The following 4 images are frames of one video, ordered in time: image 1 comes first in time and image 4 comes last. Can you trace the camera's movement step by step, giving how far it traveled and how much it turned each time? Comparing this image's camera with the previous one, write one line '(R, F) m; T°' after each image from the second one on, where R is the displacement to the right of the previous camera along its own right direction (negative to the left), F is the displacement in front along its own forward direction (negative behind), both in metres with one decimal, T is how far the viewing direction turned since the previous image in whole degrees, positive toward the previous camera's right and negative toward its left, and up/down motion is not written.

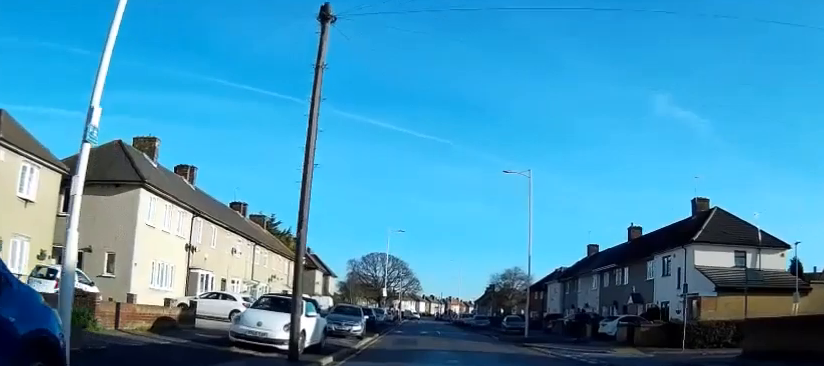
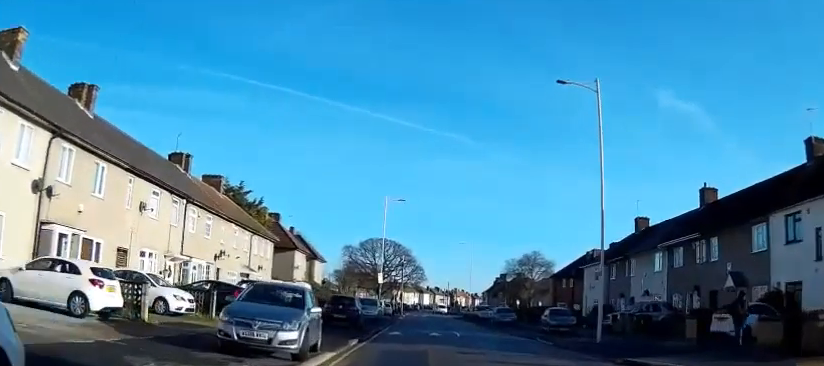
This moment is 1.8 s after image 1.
(-0.4, +14.1) m; -2°
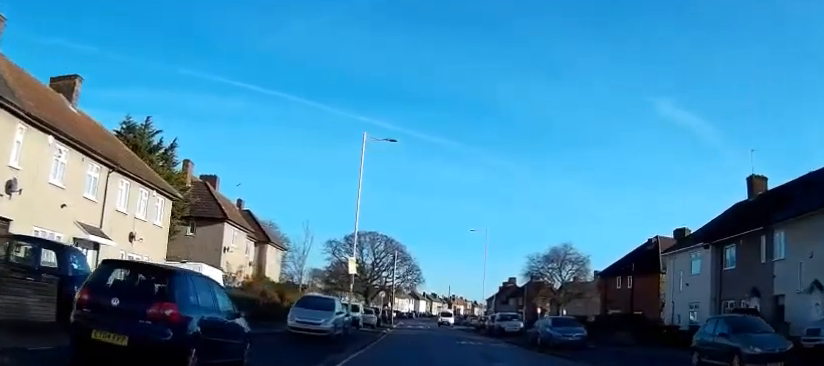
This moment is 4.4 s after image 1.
(0.0, +20.2) m; 0°
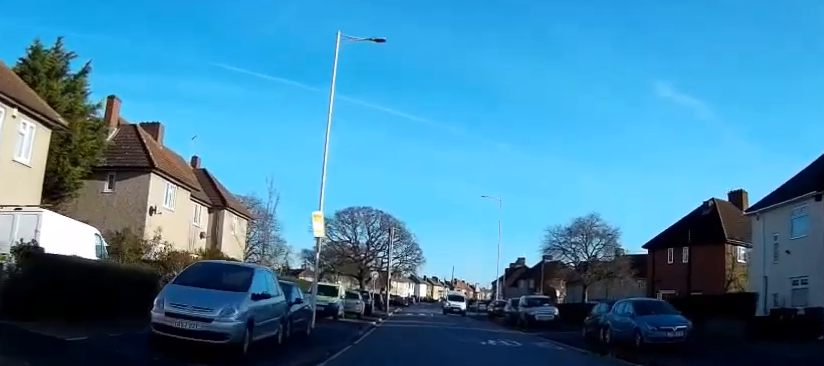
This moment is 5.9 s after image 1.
(0.0, +11.4) m; 0°
